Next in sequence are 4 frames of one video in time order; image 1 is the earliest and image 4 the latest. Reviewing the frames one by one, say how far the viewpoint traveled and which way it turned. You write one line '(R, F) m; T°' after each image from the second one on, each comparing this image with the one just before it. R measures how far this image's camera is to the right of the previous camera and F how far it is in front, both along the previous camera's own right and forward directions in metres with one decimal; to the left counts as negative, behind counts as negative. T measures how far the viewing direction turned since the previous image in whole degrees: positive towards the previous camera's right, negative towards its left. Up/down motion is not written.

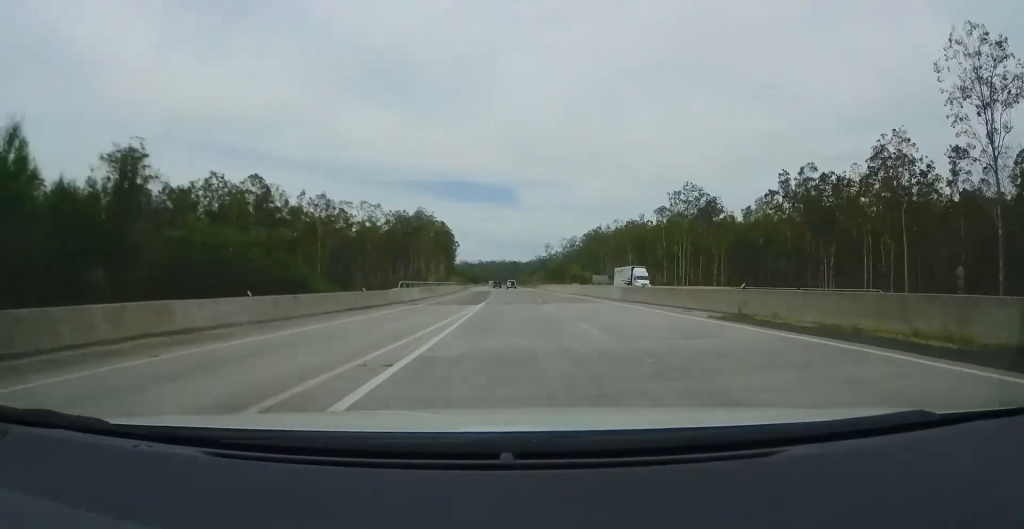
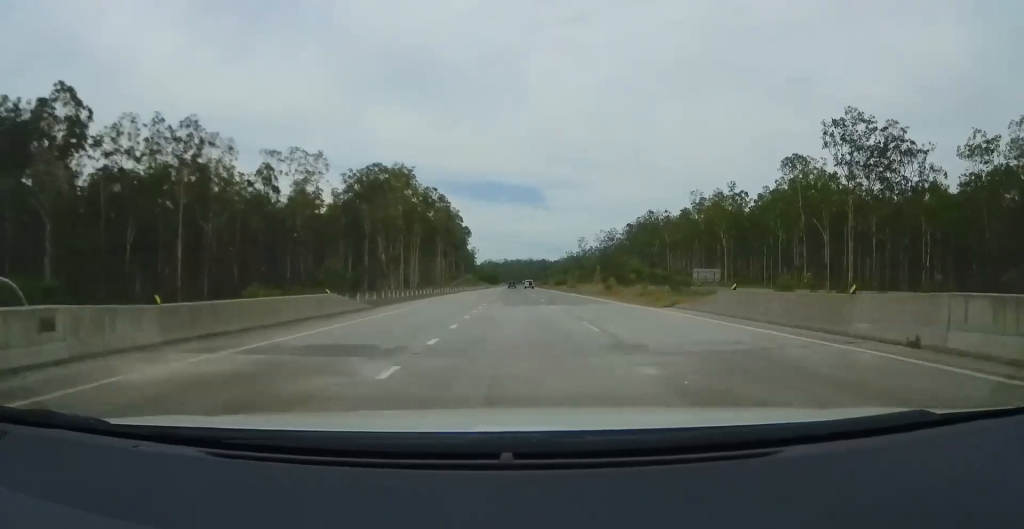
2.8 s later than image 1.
(-3.1, +82.2) m; -4°
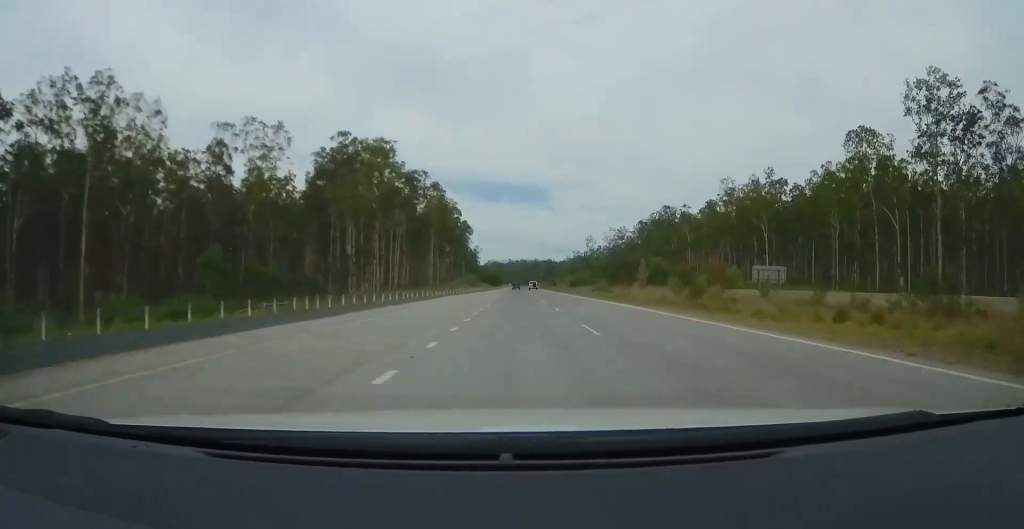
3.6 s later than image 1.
(-0.2, +24.0) m; 0°
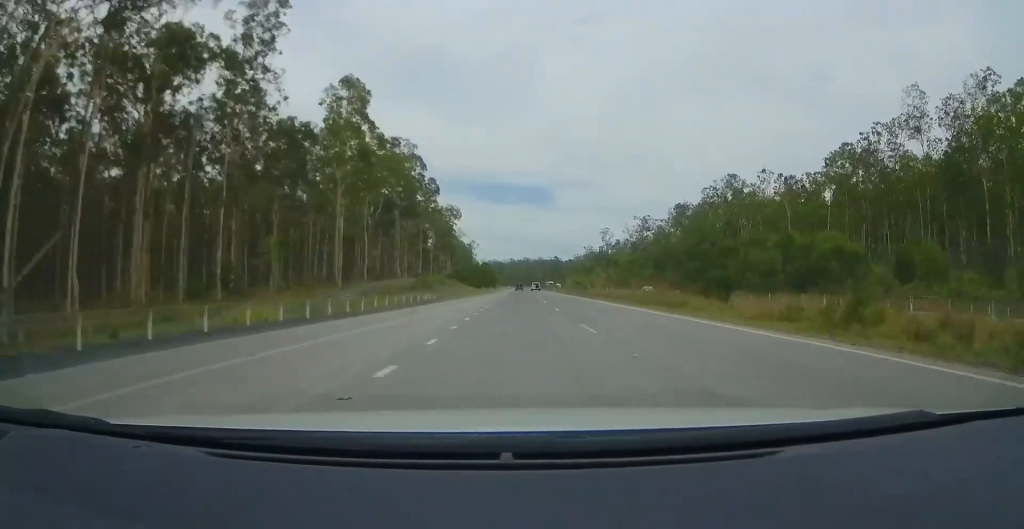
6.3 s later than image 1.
(-0.8, +83.2) m; -1°
